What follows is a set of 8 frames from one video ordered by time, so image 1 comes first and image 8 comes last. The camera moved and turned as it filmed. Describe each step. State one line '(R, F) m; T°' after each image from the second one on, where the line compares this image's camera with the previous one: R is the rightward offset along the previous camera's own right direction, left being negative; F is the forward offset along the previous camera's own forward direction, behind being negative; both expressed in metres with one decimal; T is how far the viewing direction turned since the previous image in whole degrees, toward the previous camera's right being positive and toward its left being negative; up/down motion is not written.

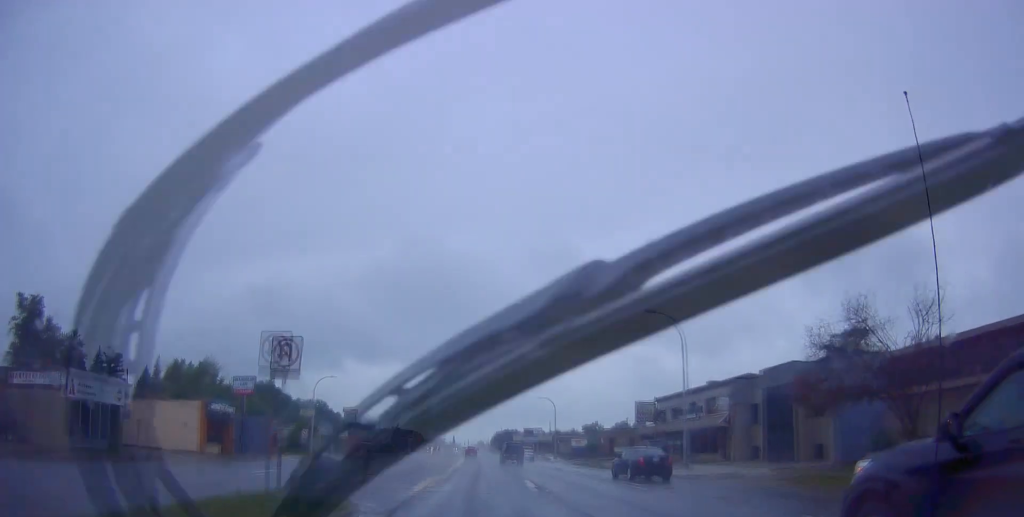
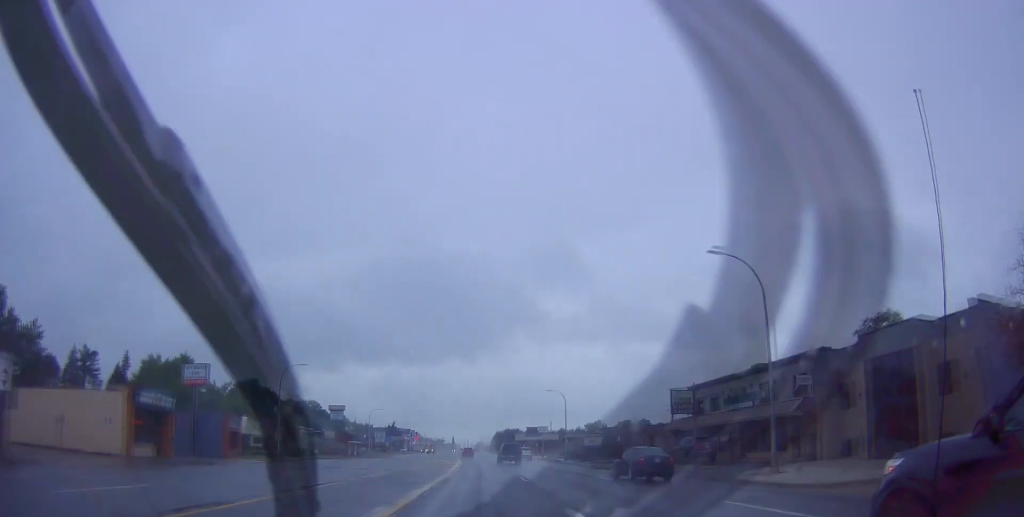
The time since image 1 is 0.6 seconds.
(0.0, +11.2) m; 0°
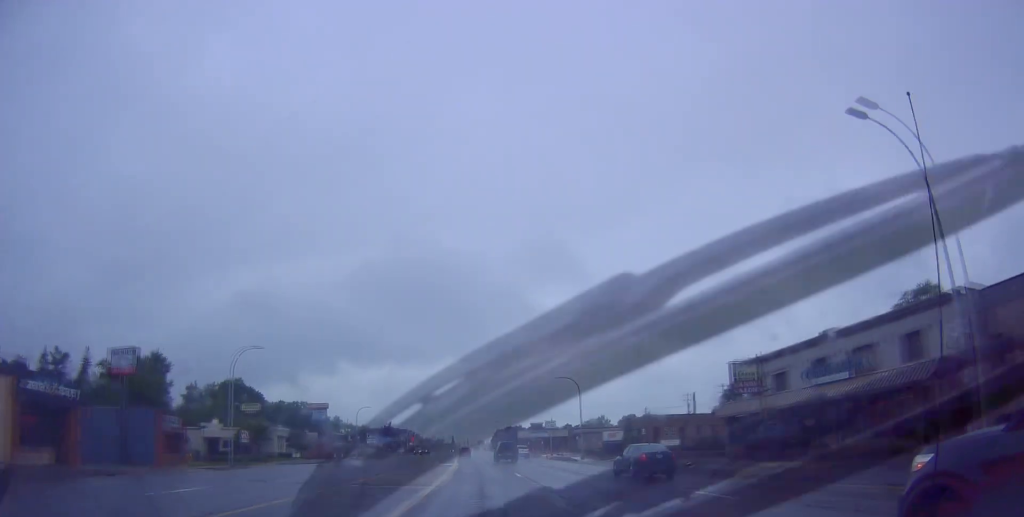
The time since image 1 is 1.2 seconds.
(0.0, +11.9) m; 0°
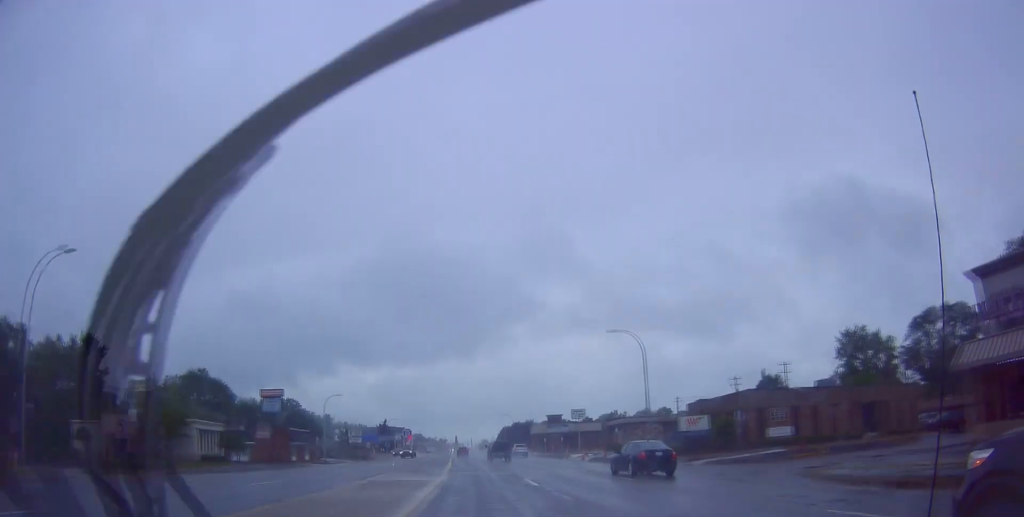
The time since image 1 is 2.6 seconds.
(0.0, +24.9) m; 0°
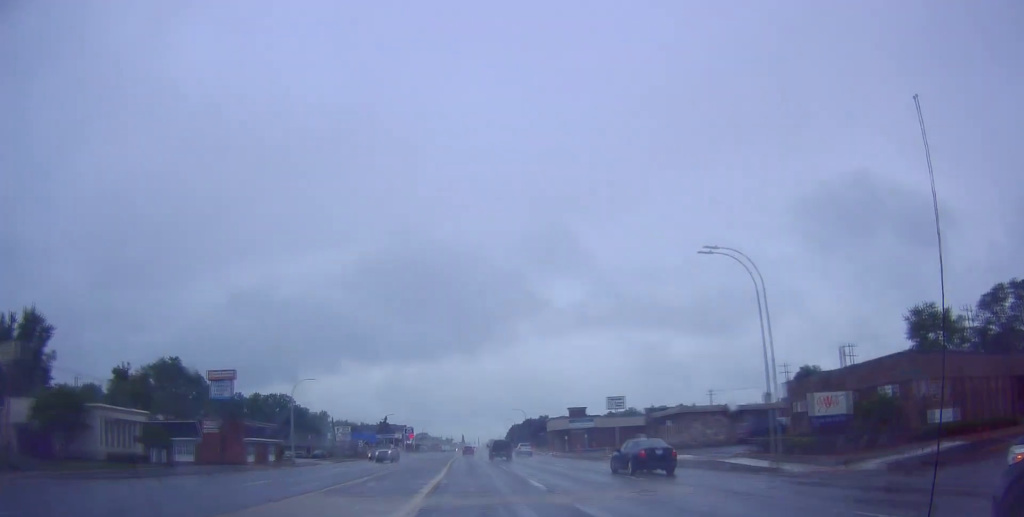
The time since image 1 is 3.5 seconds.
(0.0, +17.5) m; 0°
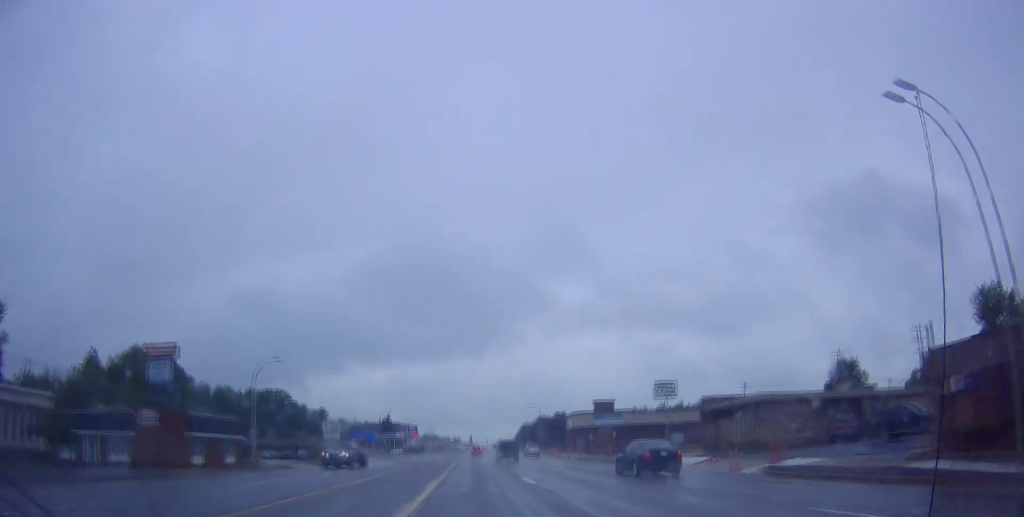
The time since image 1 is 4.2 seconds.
(0.0, +13.8) m; 0°
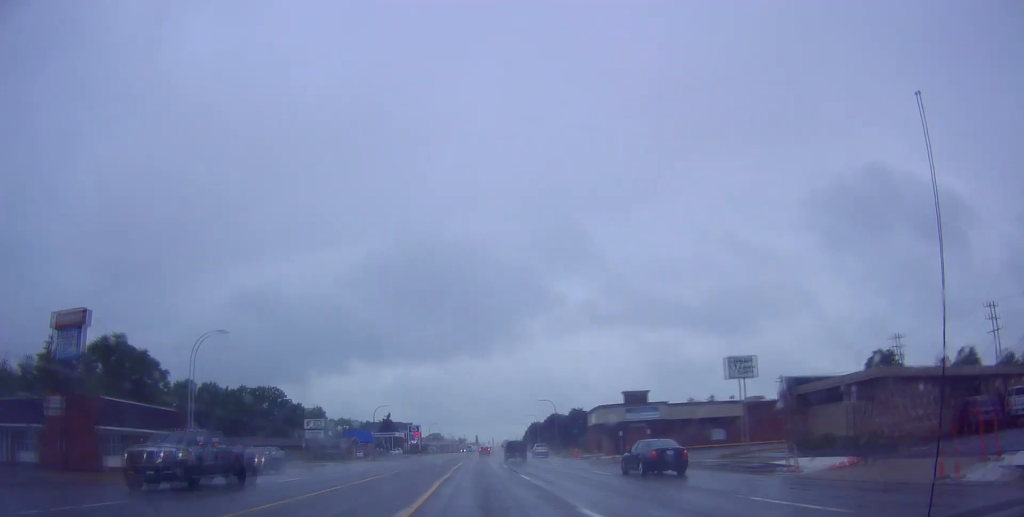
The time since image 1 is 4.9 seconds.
(0.0, +13.1) m; 0°
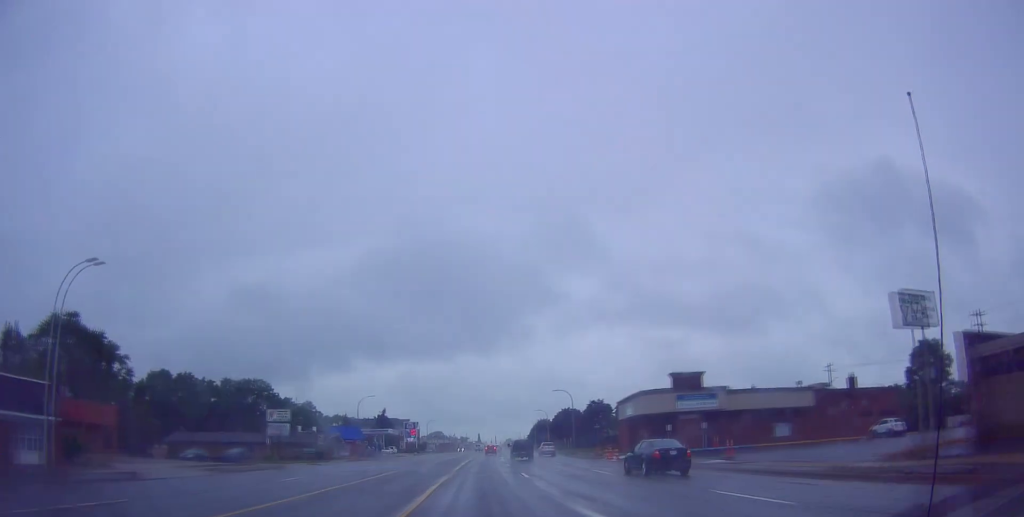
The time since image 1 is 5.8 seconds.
(0.0, +15.6) m; -1°
